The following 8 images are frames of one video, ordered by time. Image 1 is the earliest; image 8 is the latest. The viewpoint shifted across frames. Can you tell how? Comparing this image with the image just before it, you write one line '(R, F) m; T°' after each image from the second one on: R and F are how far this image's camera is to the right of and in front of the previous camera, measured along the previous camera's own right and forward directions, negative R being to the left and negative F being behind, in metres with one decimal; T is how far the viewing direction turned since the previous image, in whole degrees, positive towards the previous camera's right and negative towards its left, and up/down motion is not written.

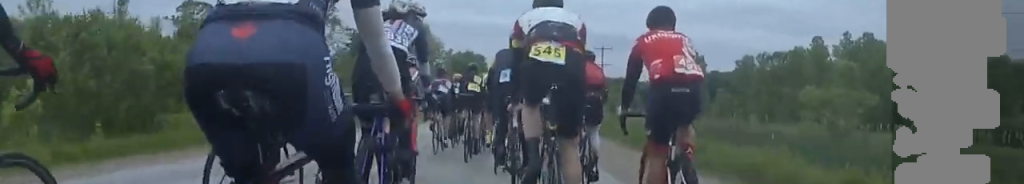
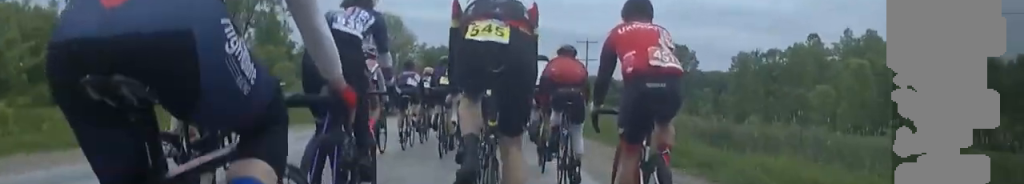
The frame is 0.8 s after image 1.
(0.0, +7.6) m; 0°
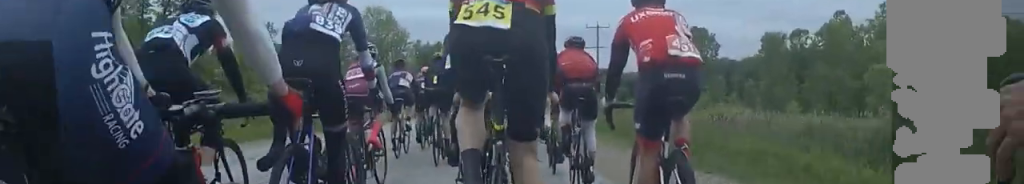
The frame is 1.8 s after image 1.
(0.0, +9.7) m; 0°
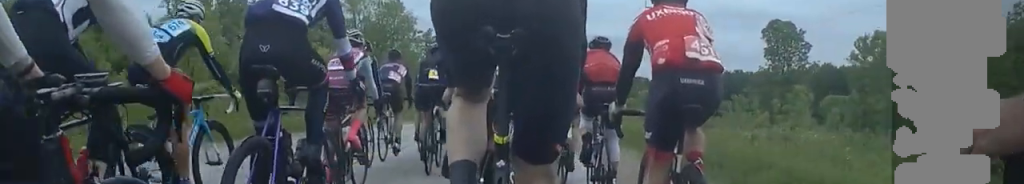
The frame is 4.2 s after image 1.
(0.0, +21.6) m; +1°
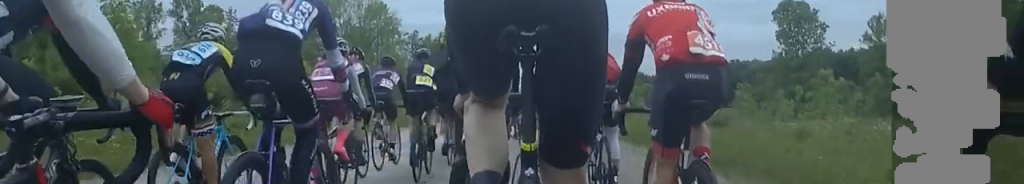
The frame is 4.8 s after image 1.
(0.0, +6.0) m; +1°
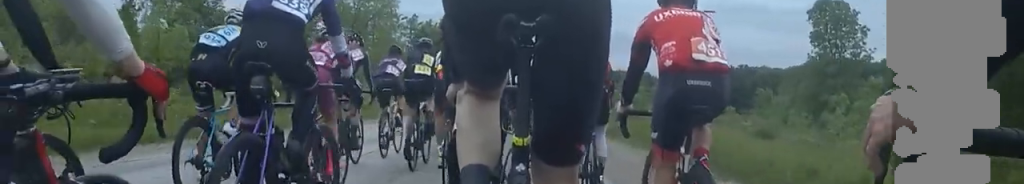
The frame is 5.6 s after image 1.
(+0.3, +7.1) m; 0°
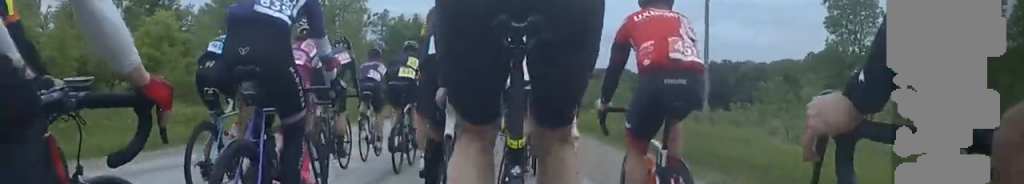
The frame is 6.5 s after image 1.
(-0.3, +7.5) m; -2°
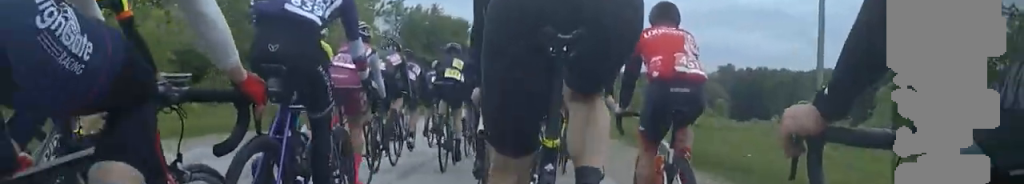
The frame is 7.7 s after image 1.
(-0.1, +11.4) m; 0°
